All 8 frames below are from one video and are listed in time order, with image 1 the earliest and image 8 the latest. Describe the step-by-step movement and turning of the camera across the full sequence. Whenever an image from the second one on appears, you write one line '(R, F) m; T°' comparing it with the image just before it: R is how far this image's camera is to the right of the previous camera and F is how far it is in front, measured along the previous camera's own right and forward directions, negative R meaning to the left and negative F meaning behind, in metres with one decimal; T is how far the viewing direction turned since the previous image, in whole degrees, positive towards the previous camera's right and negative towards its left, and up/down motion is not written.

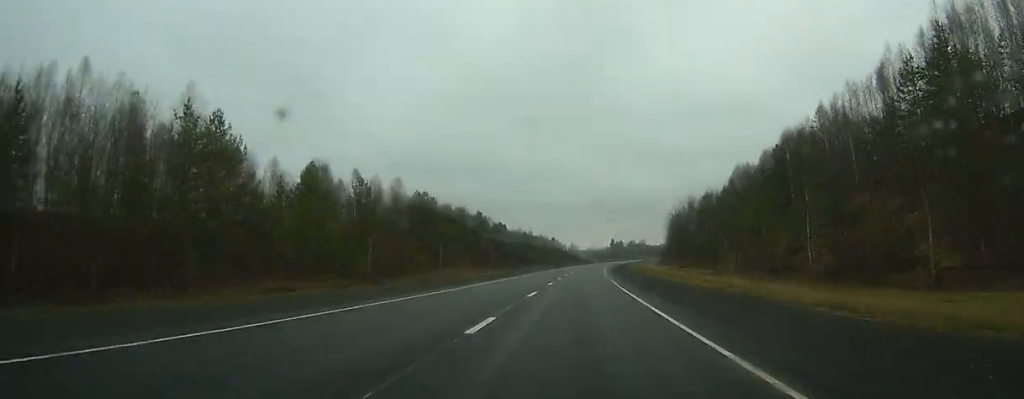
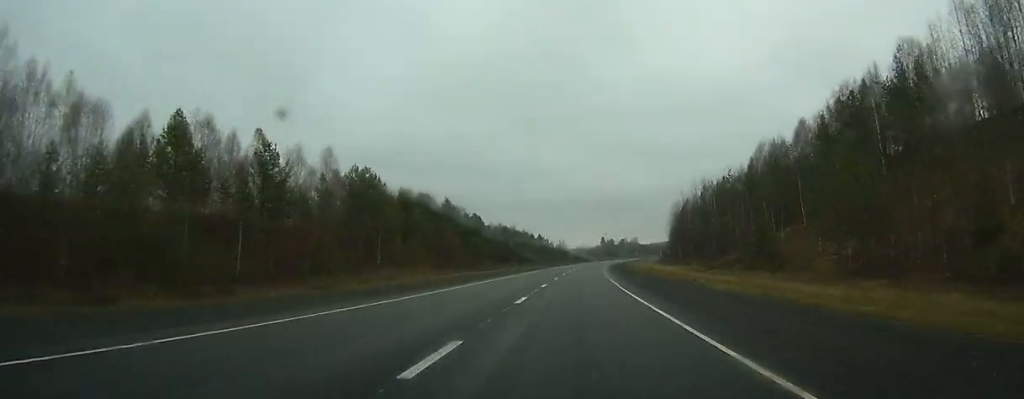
(+0.2, +28.0) m; +1°
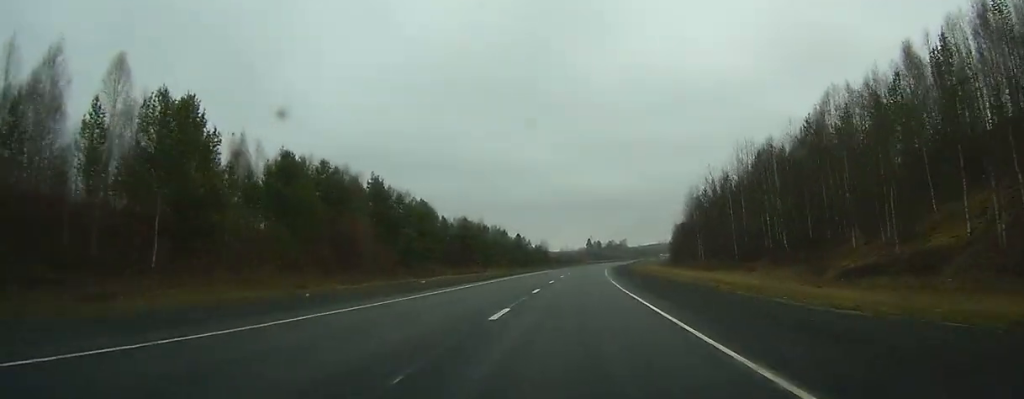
(+0.4, +41.0) m; +2°
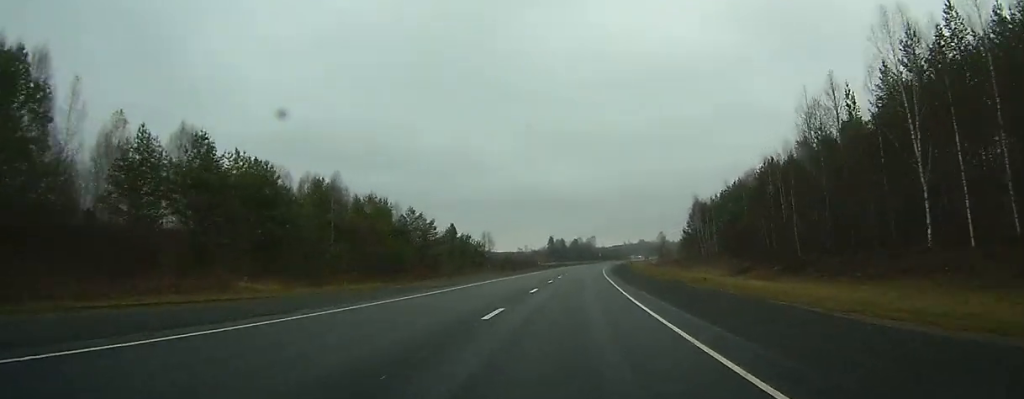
(+3.0, +83.3) m; +4°
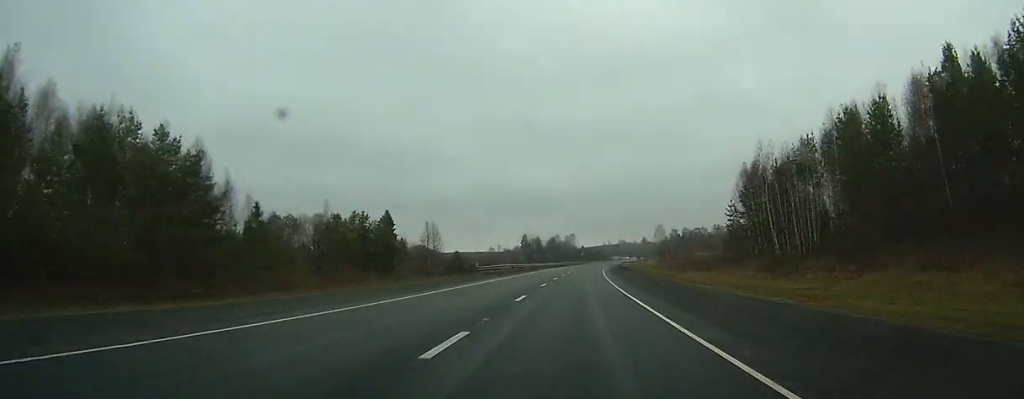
(+1.1, +53.2) m; +2°
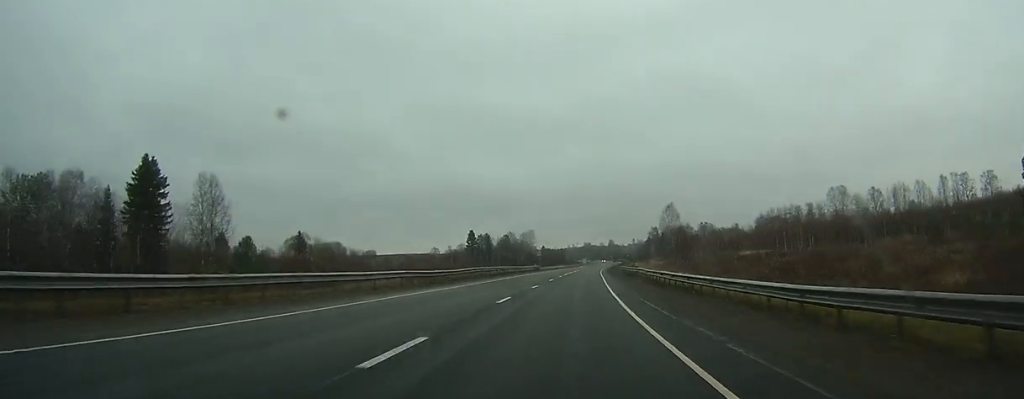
(+2.0, +83.3) m; +3°
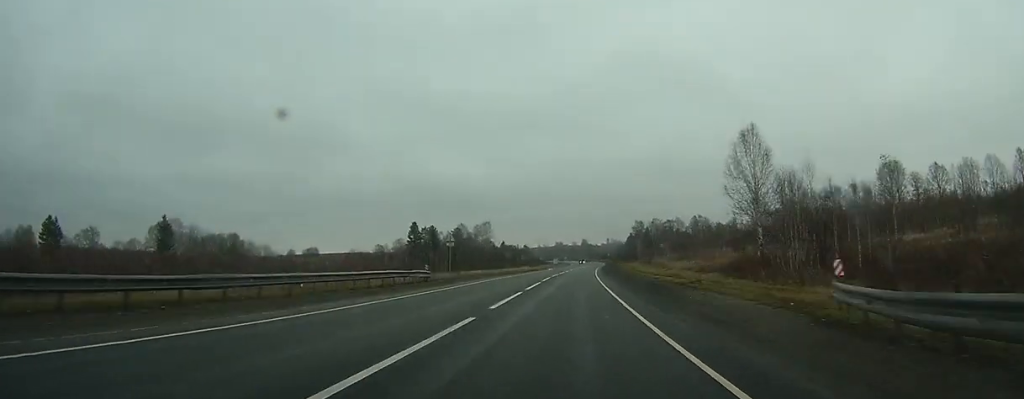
(+1.7, +67.0) m; +3°
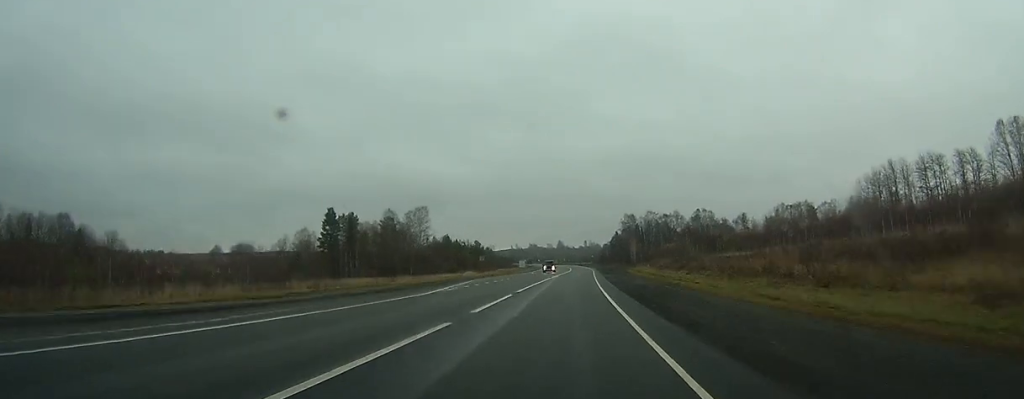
(+1.7, +69.4) m; +2°
